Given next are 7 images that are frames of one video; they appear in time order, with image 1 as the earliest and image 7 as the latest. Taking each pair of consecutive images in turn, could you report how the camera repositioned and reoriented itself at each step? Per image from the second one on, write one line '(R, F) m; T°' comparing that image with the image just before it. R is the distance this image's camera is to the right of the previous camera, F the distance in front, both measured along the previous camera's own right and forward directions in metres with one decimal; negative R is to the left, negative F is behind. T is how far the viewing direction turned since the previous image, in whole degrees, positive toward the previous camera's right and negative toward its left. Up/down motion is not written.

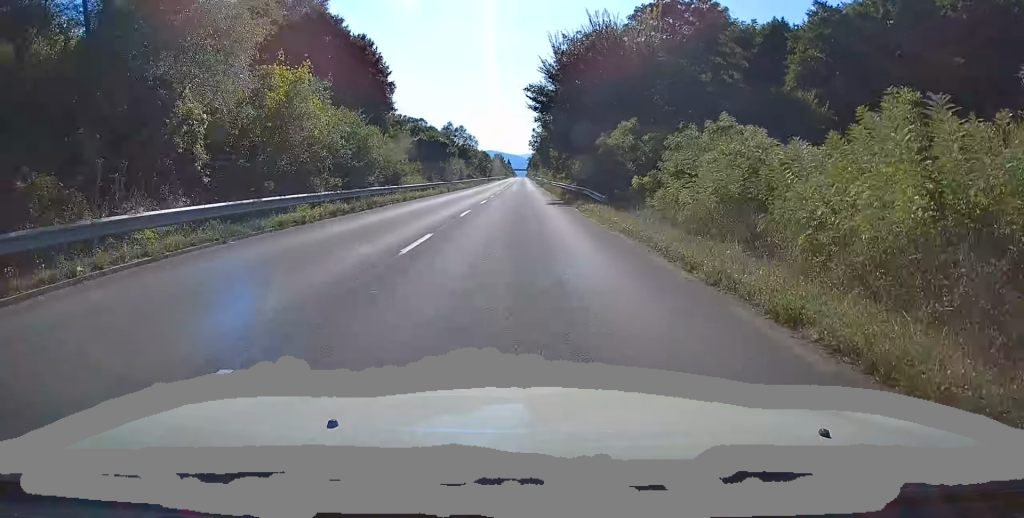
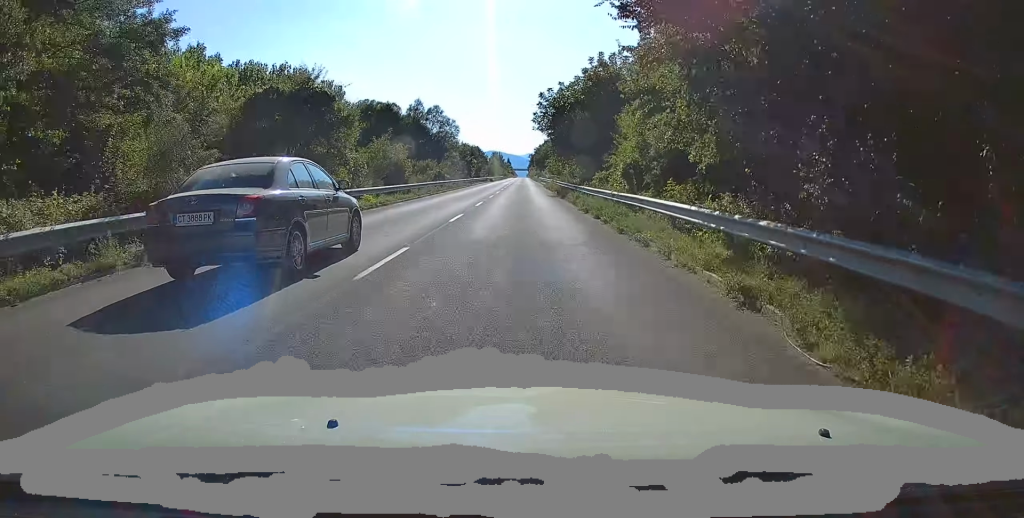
(-0.3, +38.1) m; 0°
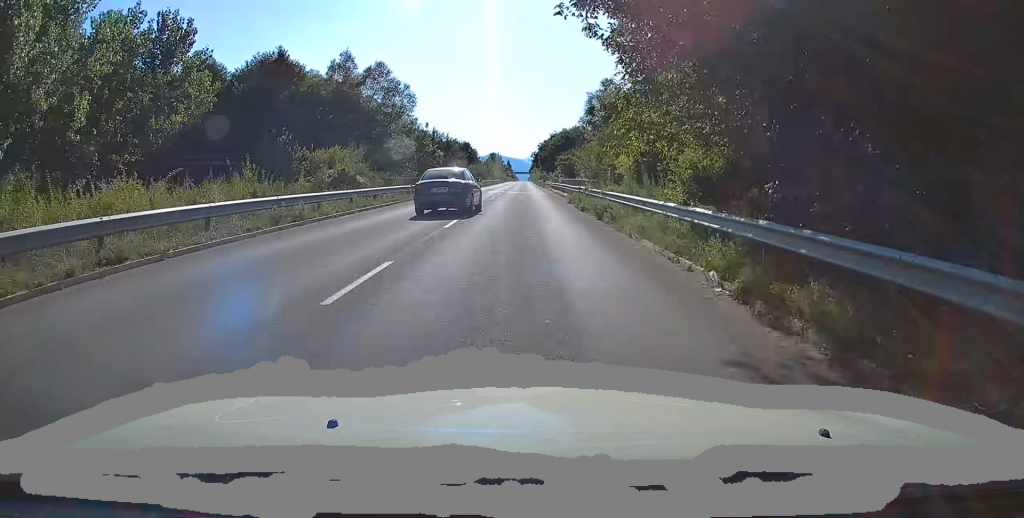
(+0.2, +37.3) m; 0°
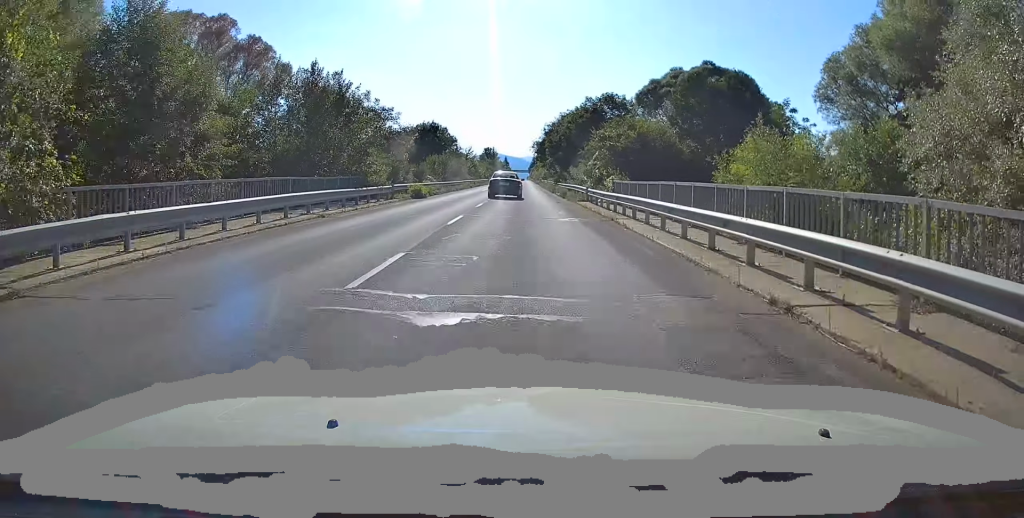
(0.0, +44.4) m; -1°
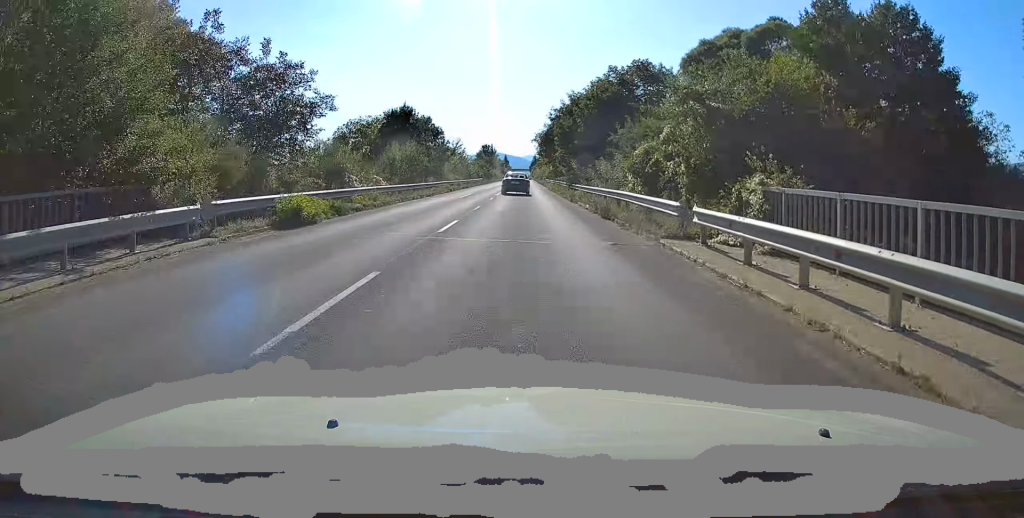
(-0.2, +19.8) m; 0°
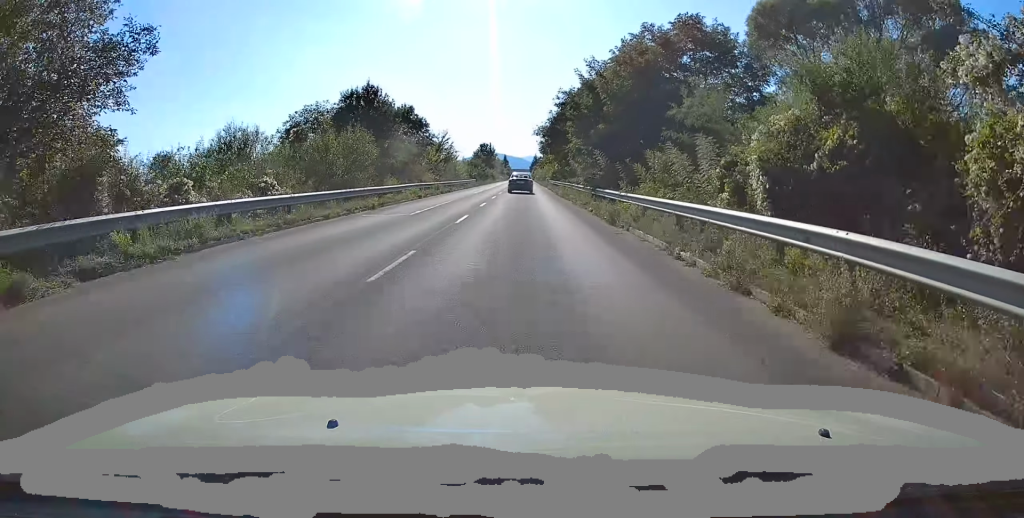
(-0.1, +15.0) m; +1°
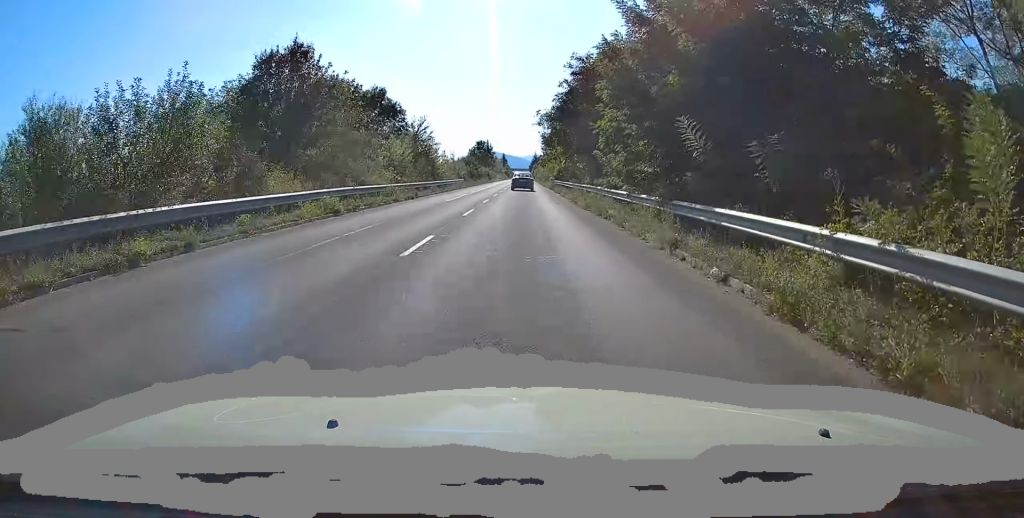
(+0.3, +15.9) m; 0°
